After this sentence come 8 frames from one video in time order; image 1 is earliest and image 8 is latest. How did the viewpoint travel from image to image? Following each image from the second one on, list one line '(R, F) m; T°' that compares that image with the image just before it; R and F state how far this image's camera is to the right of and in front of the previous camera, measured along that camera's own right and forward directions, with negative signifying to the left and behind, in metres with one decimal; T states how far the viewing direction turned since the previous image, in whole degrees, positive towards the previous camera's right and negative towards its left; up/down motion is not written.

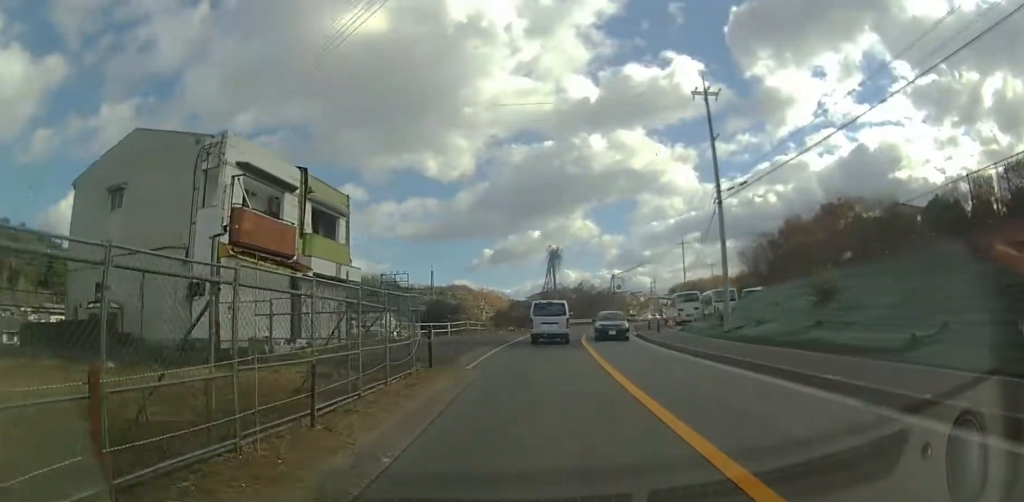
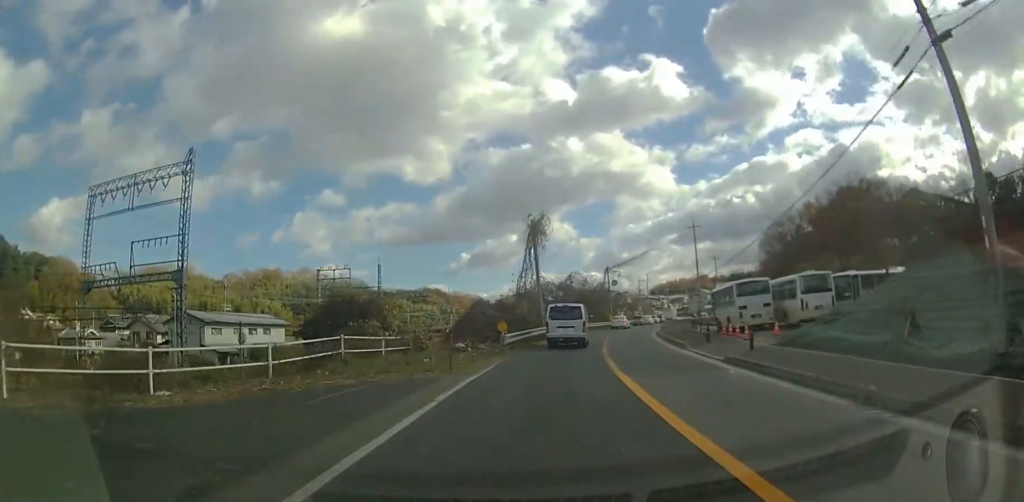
(+0.1, +20.0) m; -1°
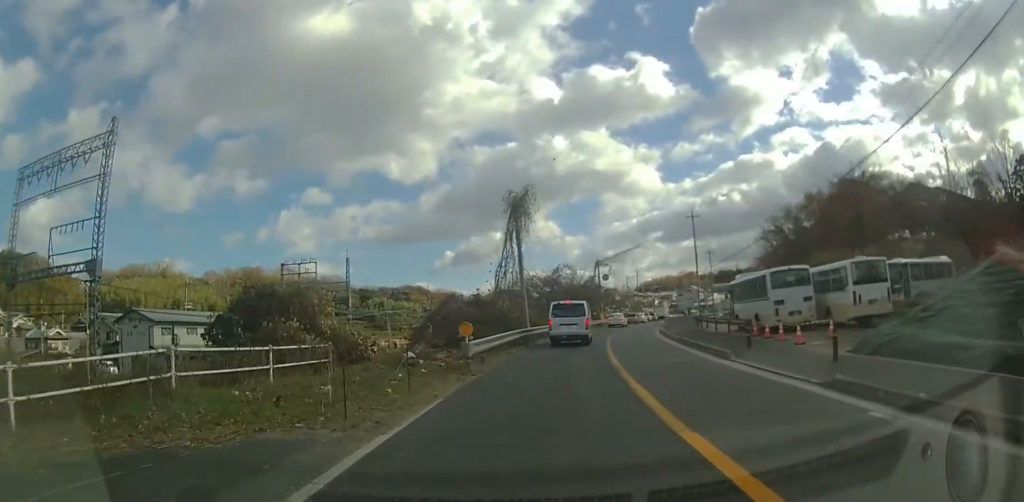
(-0.1, +6.9) m; 0°
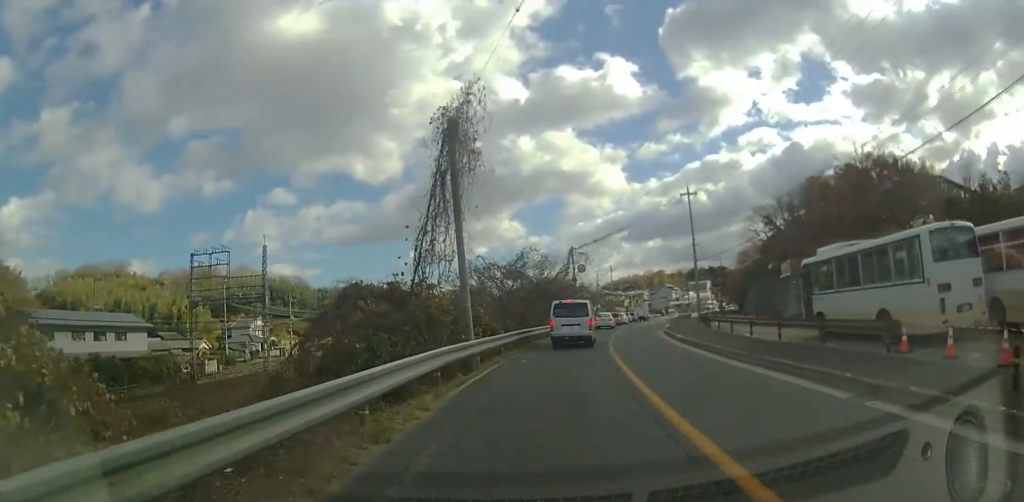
(+0.6, +13.7) m; +7°
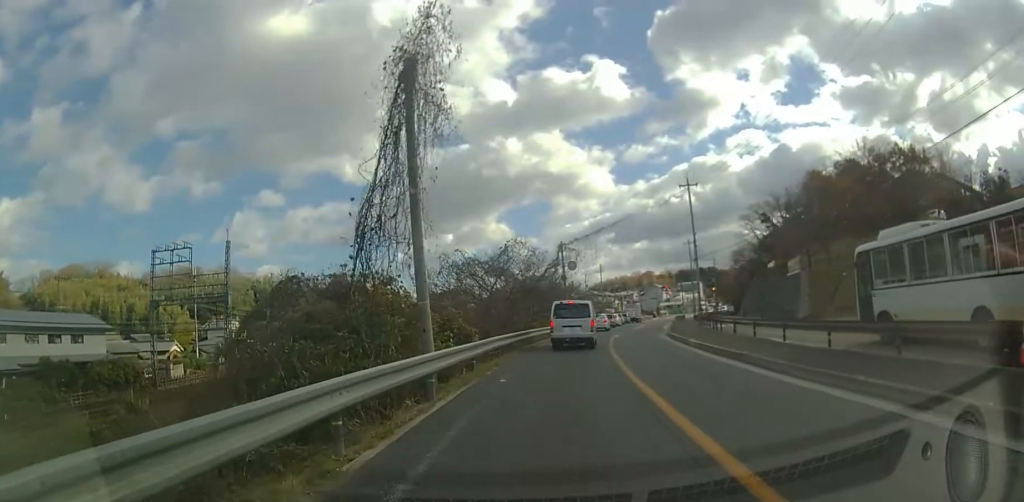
(+0.1, +5.2) m; +2°
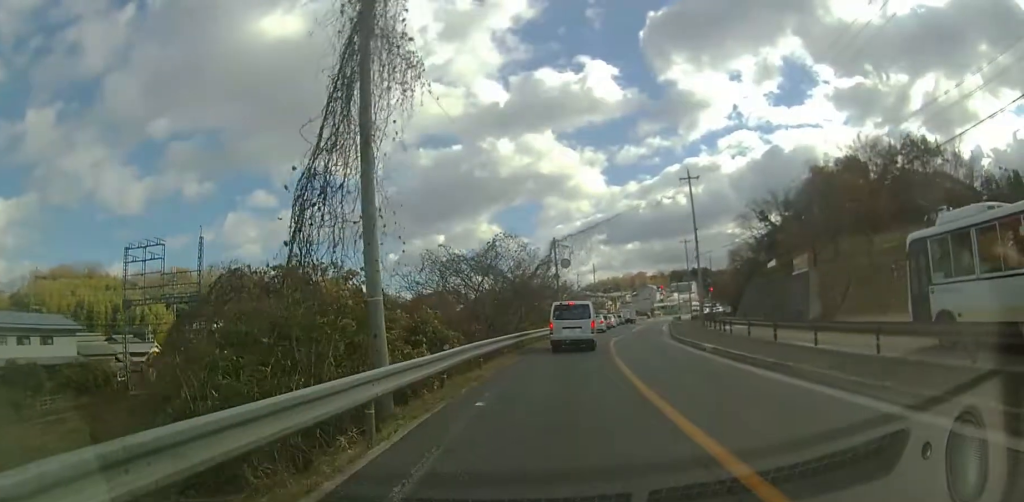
(-0.1, +3.5) m; +1°
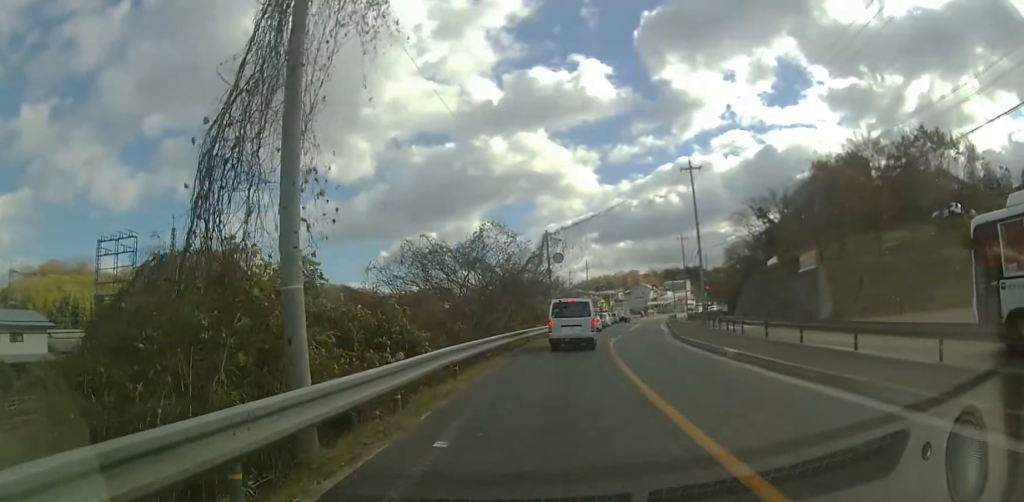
(+0.1, +3.5) m; +1°
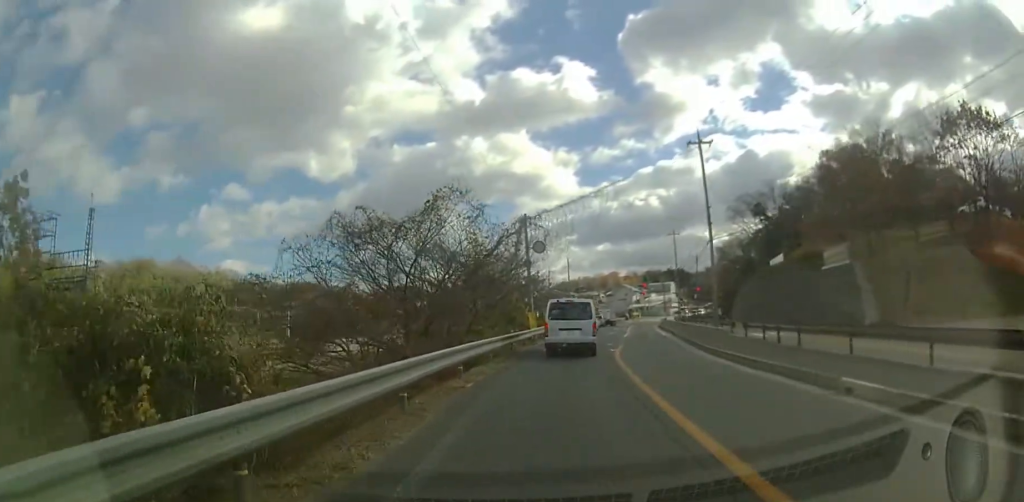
(+0.3, +9.3) m; +2°
